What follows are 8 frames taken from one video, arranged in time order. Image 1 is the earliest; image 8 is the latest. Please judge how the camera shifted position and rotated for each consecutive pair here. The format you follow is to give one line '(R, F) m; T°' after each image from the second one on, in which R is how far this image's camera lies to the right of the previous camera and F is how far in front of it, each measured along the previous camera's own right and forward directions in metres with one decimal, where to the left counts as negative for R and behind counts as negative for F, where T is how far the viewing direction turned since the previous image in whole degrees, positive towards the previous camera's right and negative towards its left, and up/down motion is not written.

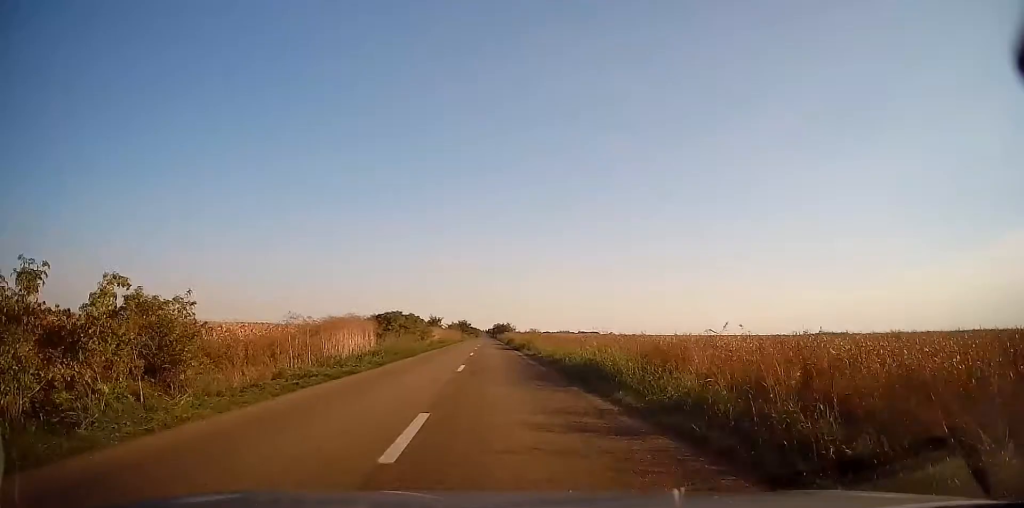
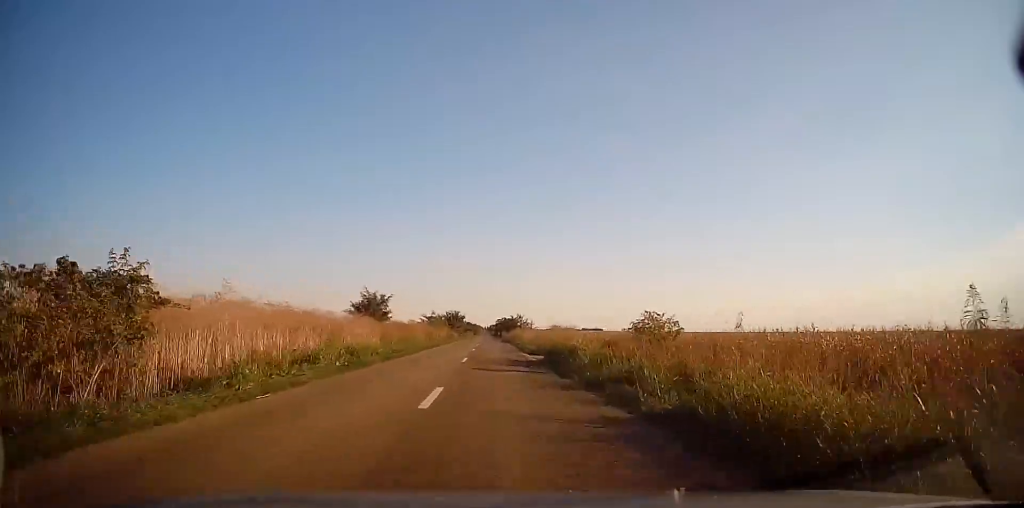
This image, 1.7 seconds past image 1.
(0.0, +44.7) m; 0°
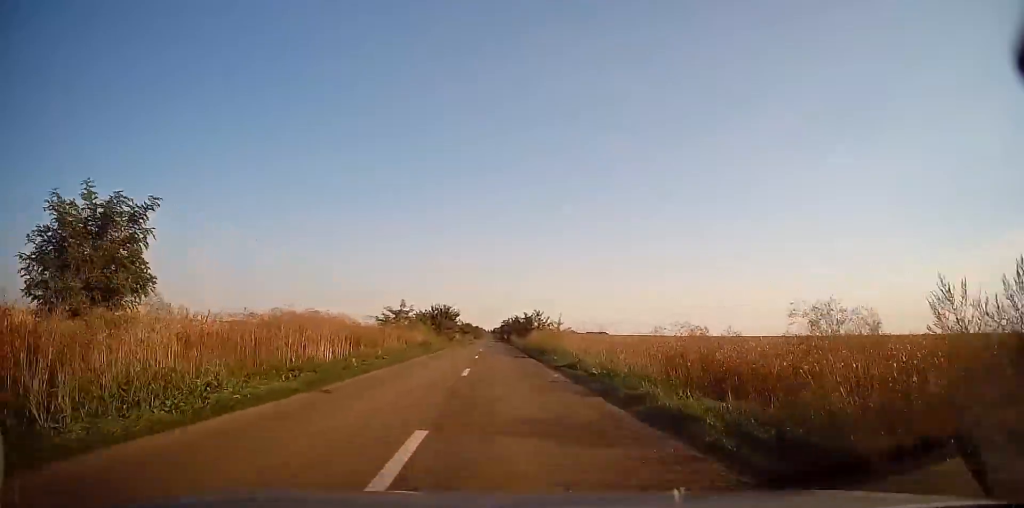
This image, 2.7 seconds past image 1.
(-0.2, +28.1) m; 0°
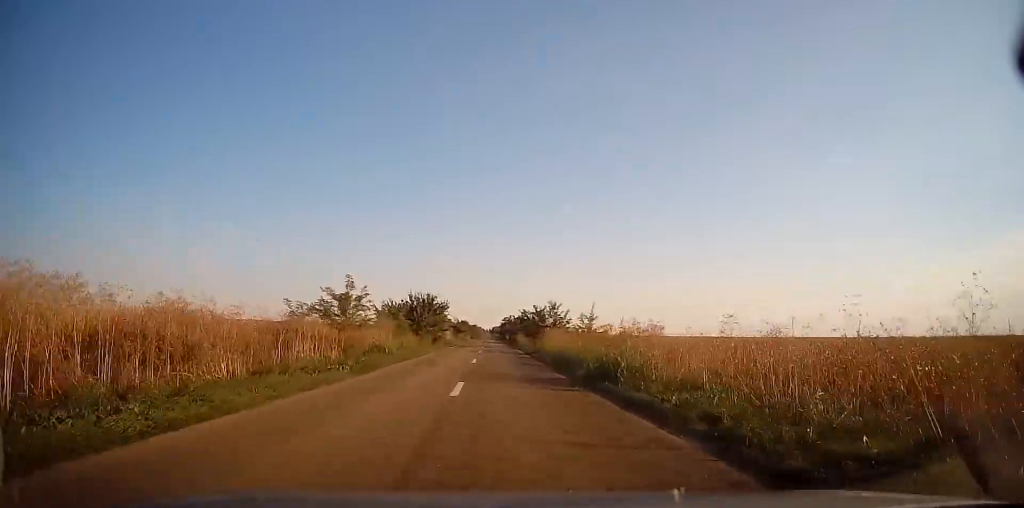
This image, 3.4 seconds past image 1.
(+0.2, +16.9) m; 0°
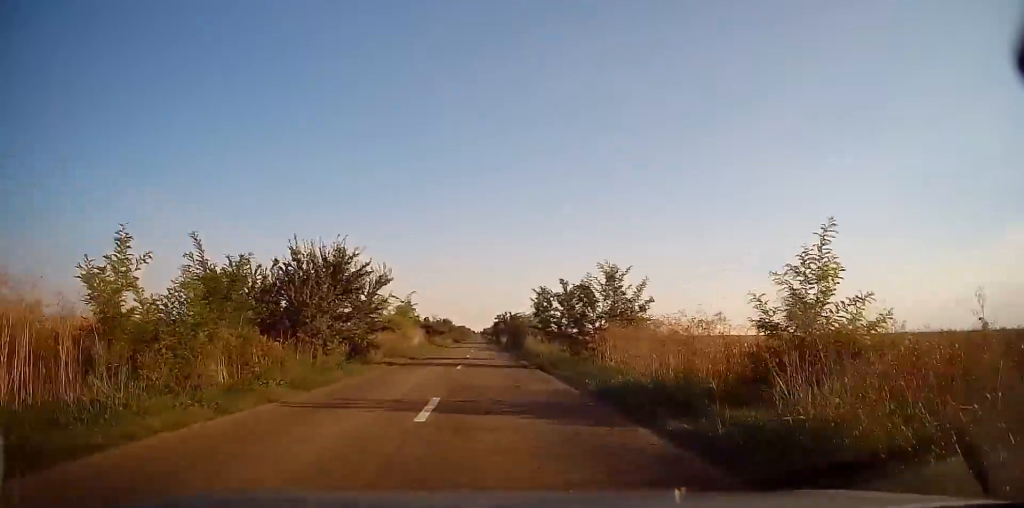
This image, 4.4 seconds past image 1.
(-0.1, +26.2) m; 0°
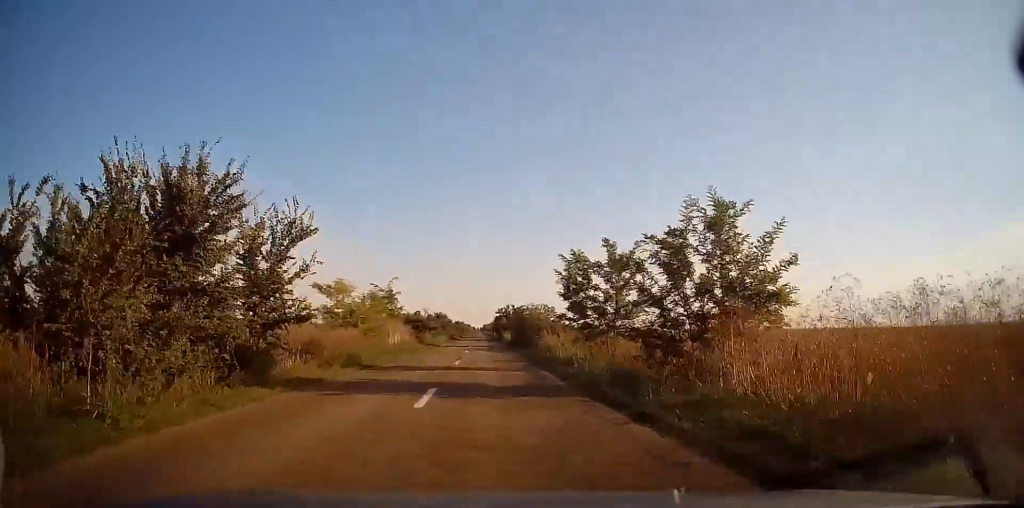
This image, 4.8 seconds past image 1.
(+0.1, +10.9) m; 0°
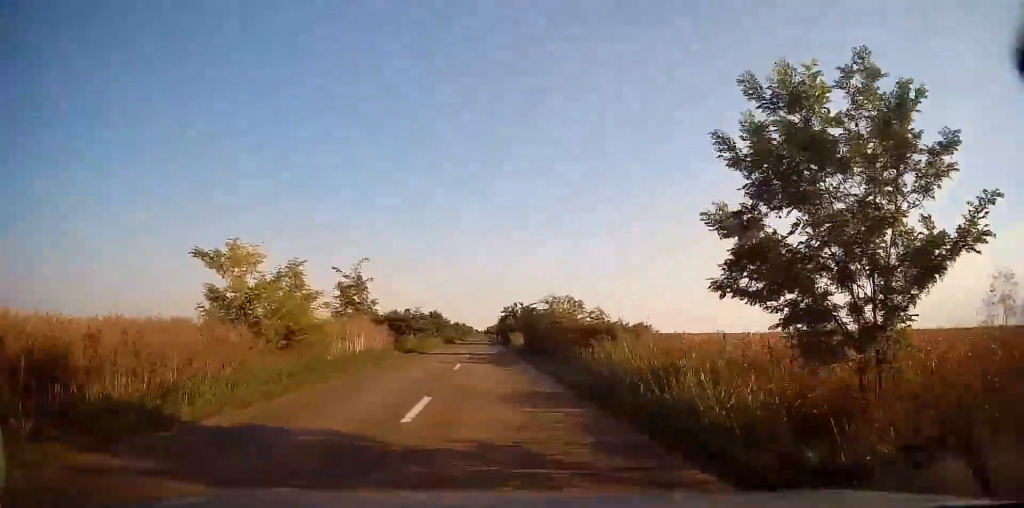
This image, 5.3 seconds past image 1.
(0.0, +12.6) m; 0°
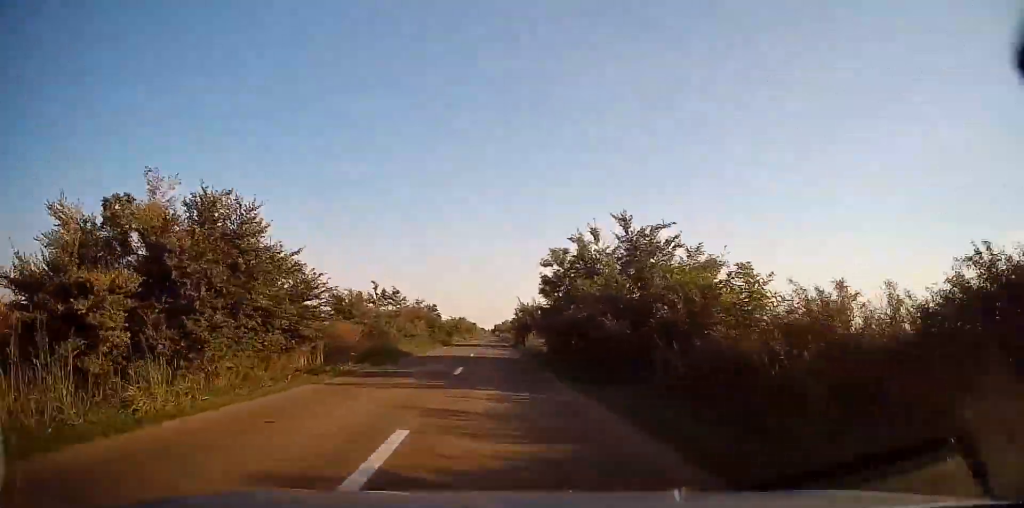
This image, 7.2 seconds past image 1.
(-0.6, +51.6) m; -1°
